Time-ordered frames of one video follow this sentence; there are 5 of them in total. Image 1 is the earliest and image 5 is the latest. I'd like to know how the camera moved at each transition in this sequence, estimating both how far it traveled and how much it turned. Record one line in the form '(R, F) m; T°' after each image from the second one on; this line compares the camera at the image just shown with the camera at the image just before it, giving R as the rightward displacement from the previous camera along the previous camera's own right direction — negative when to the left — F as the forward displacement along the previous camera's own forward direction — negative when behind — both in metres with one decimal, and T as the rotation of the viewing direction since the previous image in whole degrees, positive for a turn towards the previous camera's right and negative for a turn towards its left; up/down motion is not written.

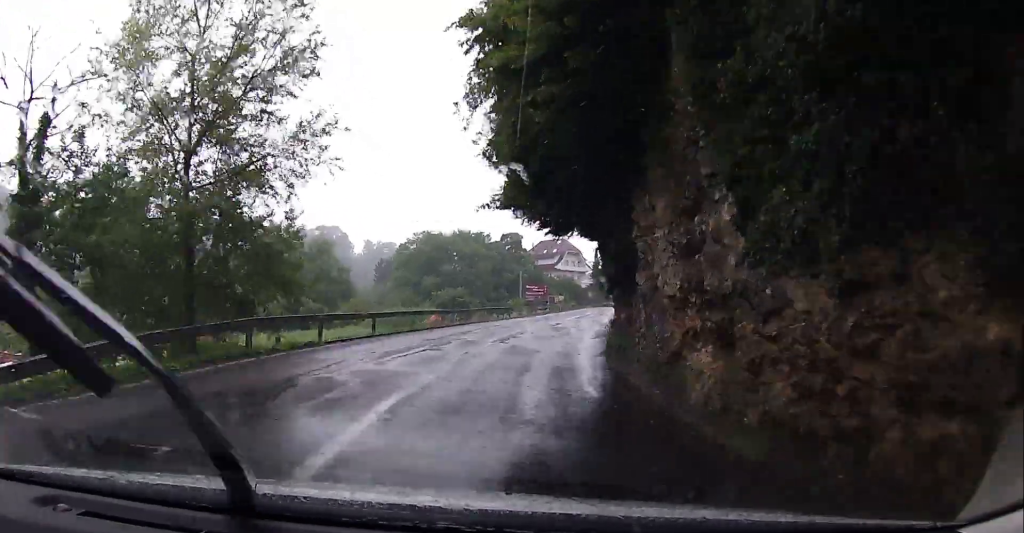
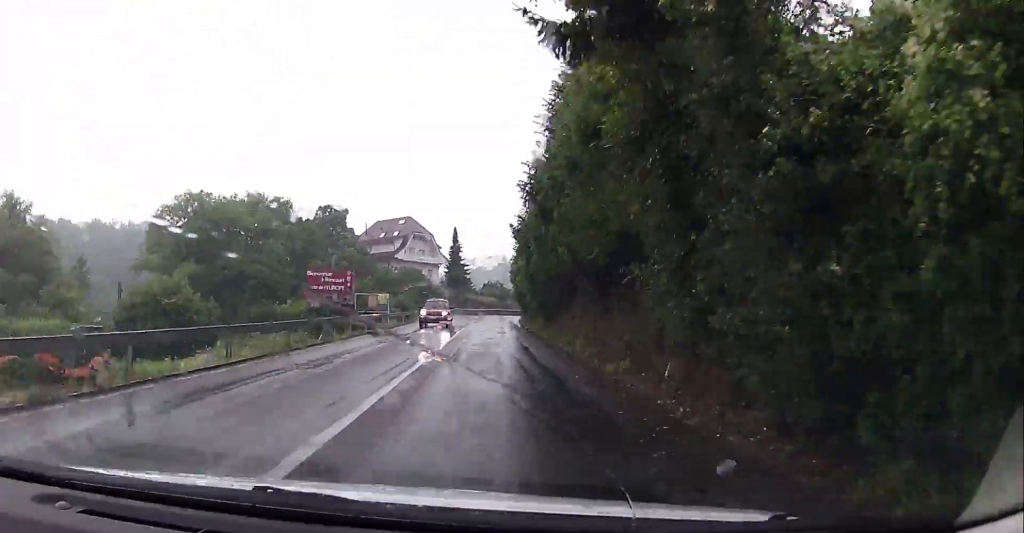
(+4.6, +47.3) m; +14°
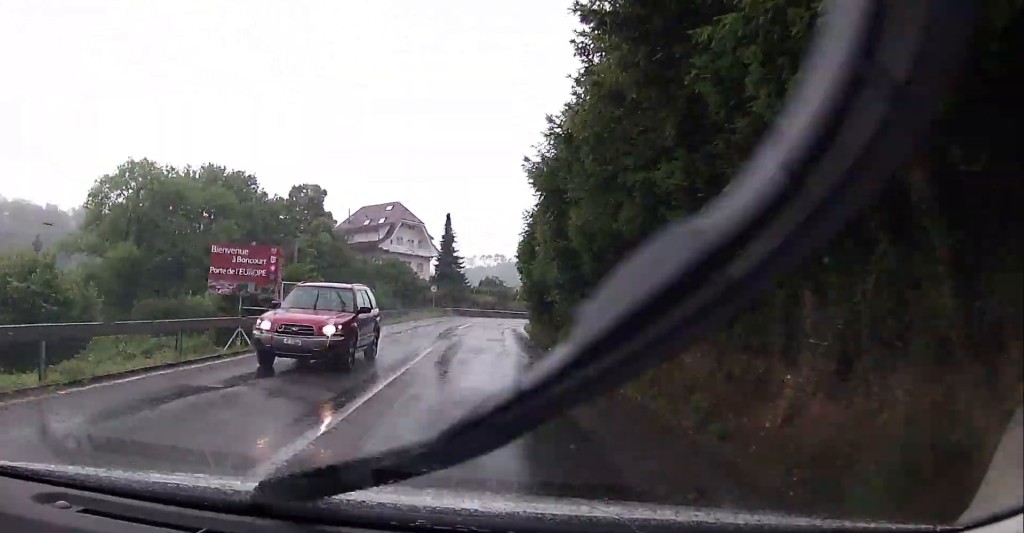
(+0.1, +13.9) m; +2°
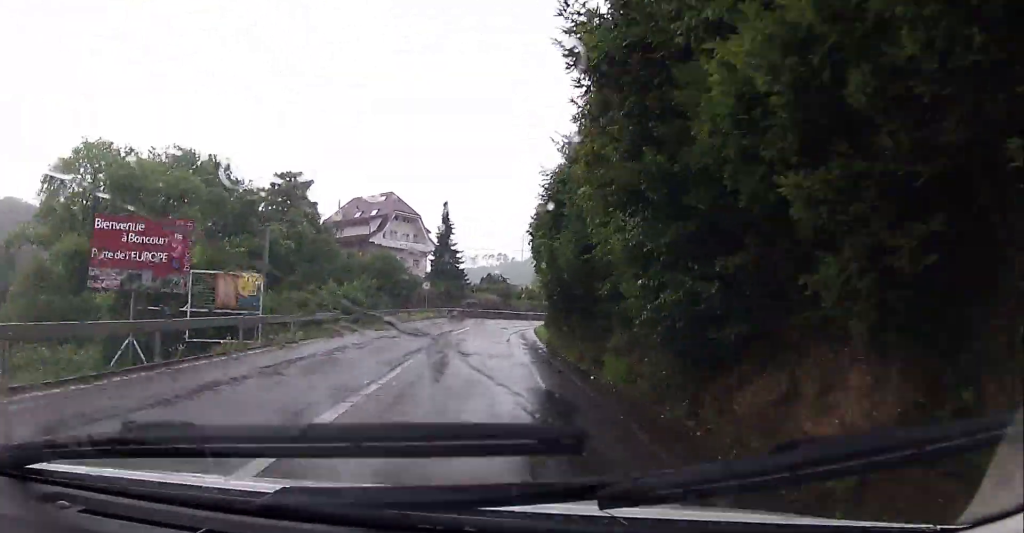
(+0.3, +8.6) m; -1°
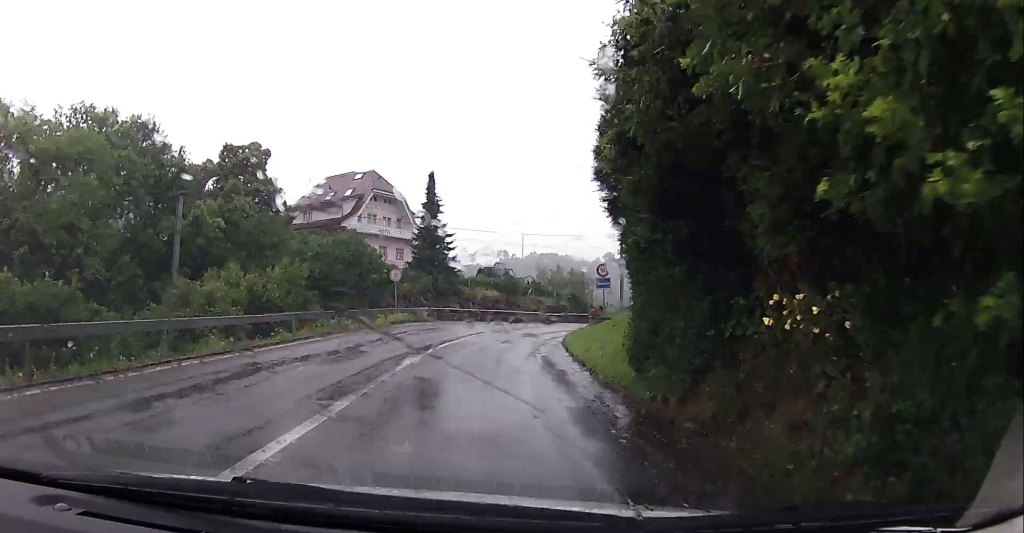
(-0.3, +15.3) m; 0°
